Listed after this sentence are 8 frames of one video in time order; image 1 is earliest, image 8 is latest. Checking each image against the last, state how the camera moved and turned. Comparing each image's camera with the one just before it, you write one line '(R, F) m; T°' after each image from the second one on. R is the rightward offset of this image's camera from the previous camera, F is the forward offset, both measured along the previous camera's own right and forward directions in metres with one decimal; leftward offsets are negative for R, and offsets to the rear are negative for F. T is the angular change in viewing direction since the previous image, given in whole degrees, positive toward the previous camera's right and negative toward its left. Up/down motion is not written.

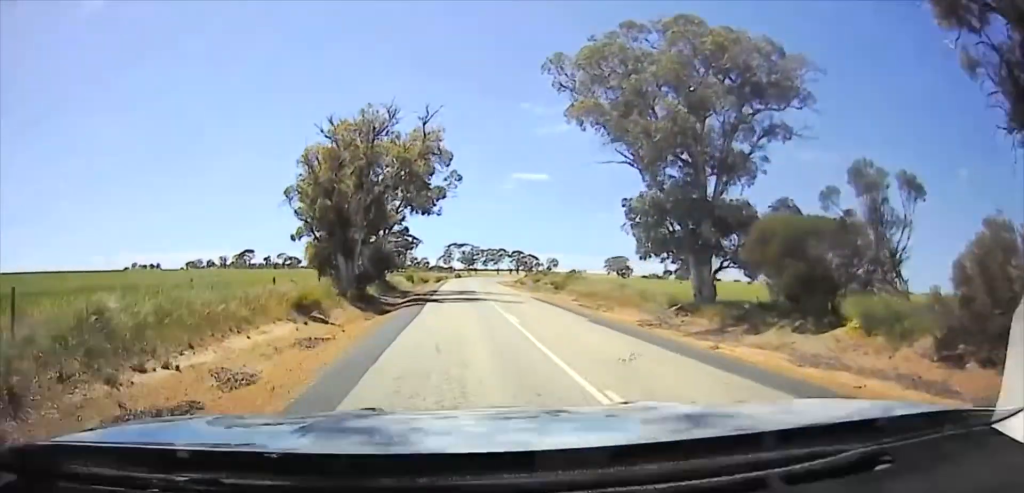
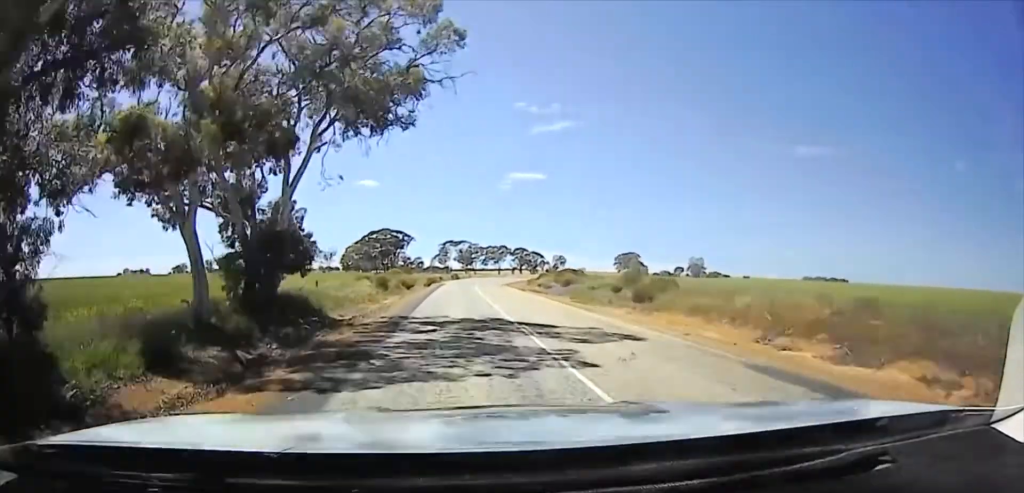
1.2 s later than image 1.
(0.0, +31.9) m; 0°
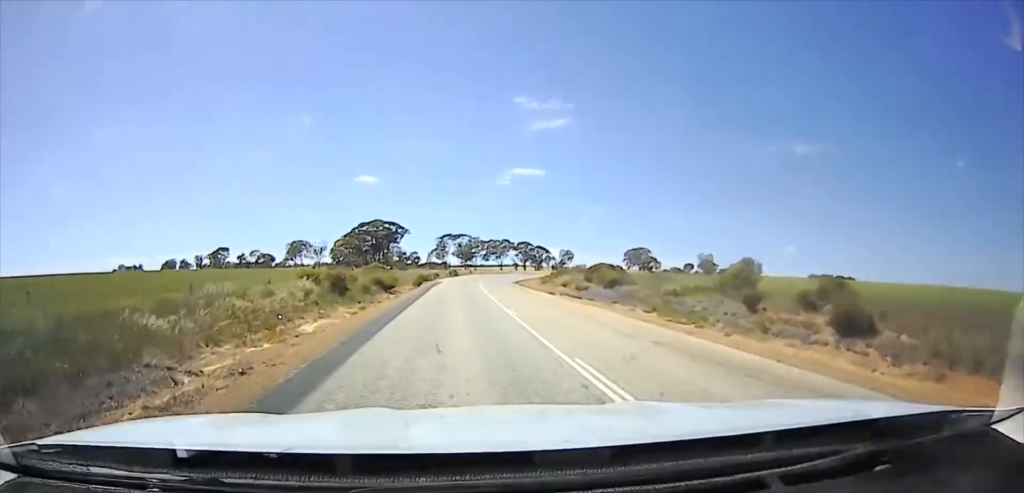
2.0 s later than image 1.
(0.0, +23.0) m; 0°
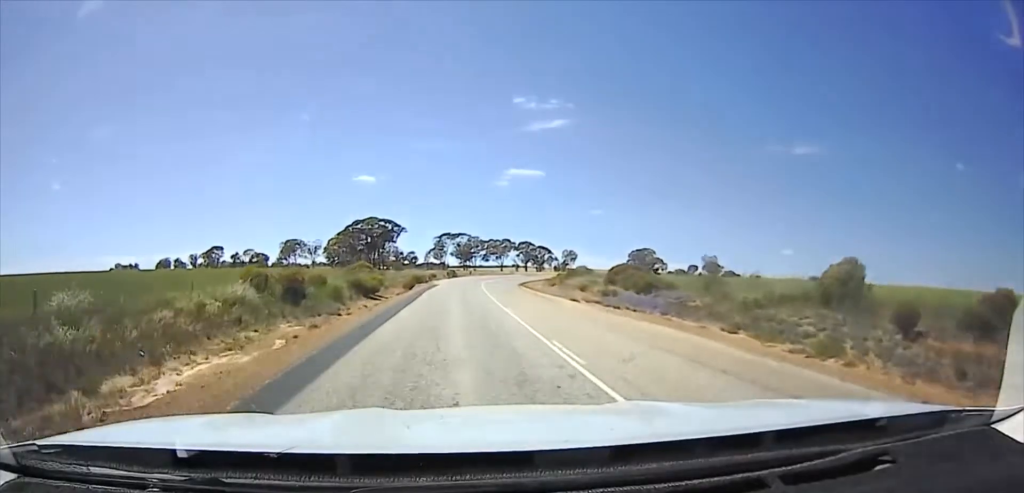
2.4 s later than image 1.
(0.0, +11.1) m; 0°
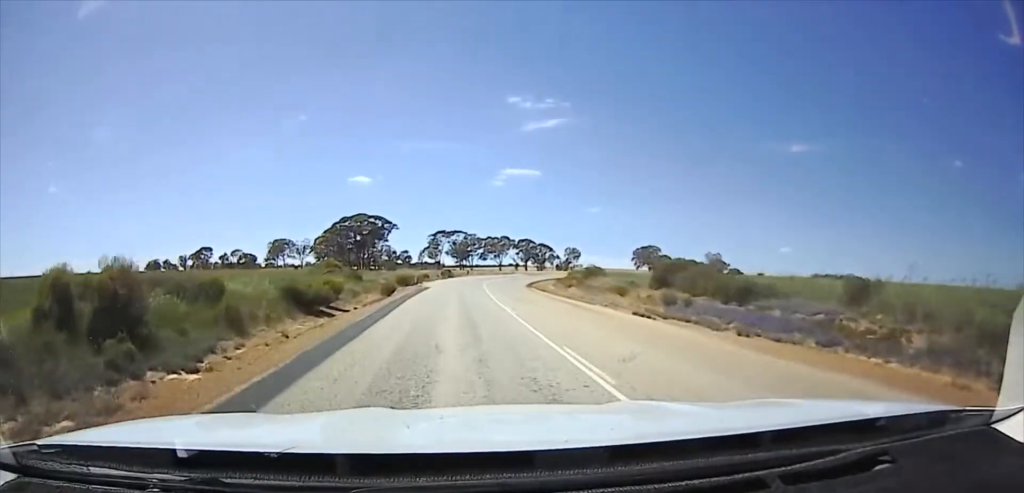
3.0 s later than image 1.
(0.0, +16.6) m; 0°
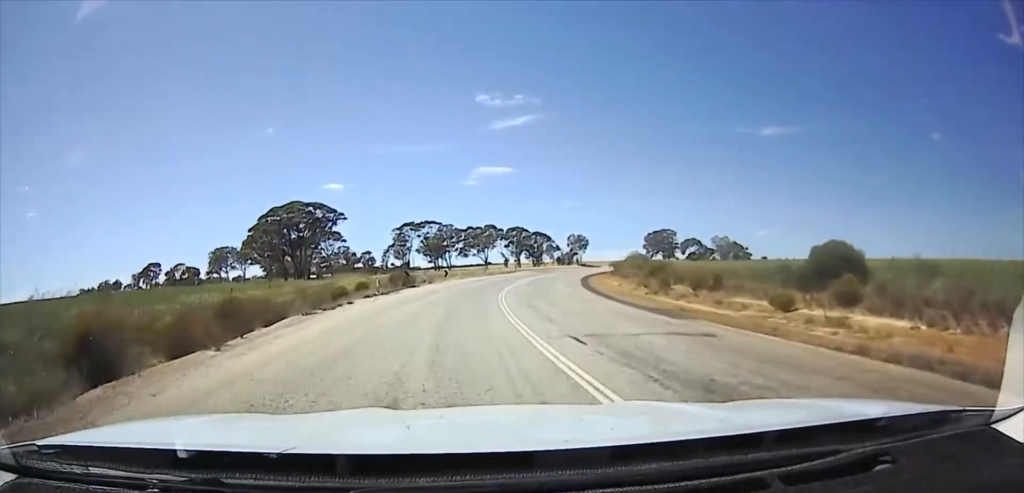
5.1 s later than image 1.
(0.0, +58.4) m; 0°
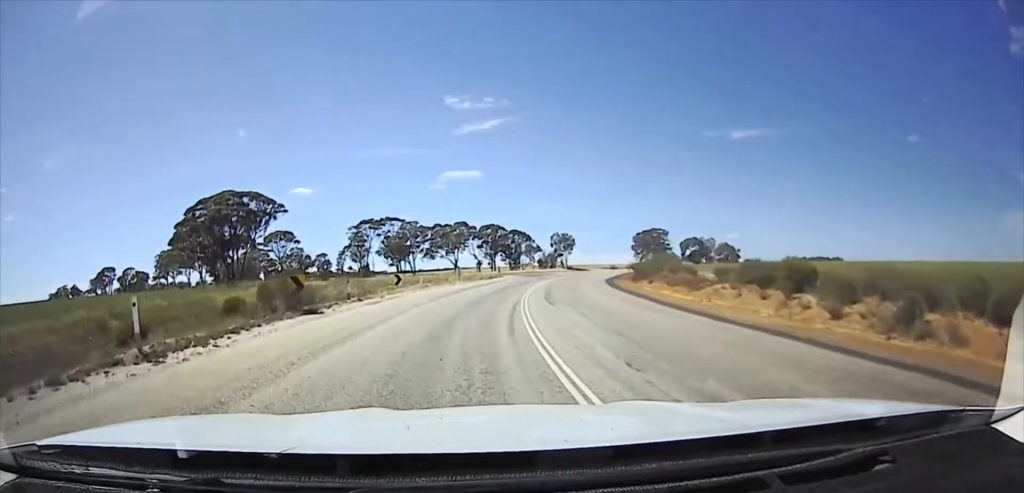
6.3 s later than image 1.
(0.0, +30.1) m; 0°
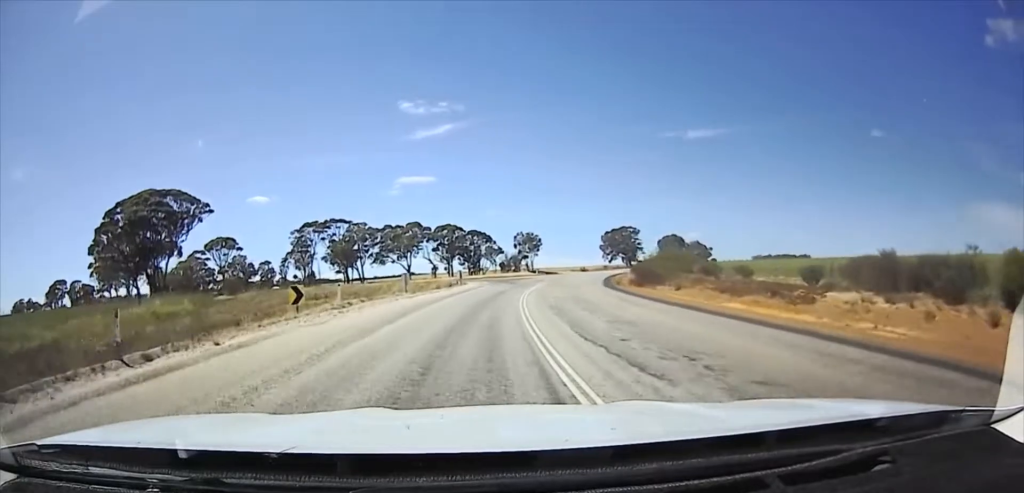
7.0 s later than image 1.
(0.0, +19.0) m; 0°
